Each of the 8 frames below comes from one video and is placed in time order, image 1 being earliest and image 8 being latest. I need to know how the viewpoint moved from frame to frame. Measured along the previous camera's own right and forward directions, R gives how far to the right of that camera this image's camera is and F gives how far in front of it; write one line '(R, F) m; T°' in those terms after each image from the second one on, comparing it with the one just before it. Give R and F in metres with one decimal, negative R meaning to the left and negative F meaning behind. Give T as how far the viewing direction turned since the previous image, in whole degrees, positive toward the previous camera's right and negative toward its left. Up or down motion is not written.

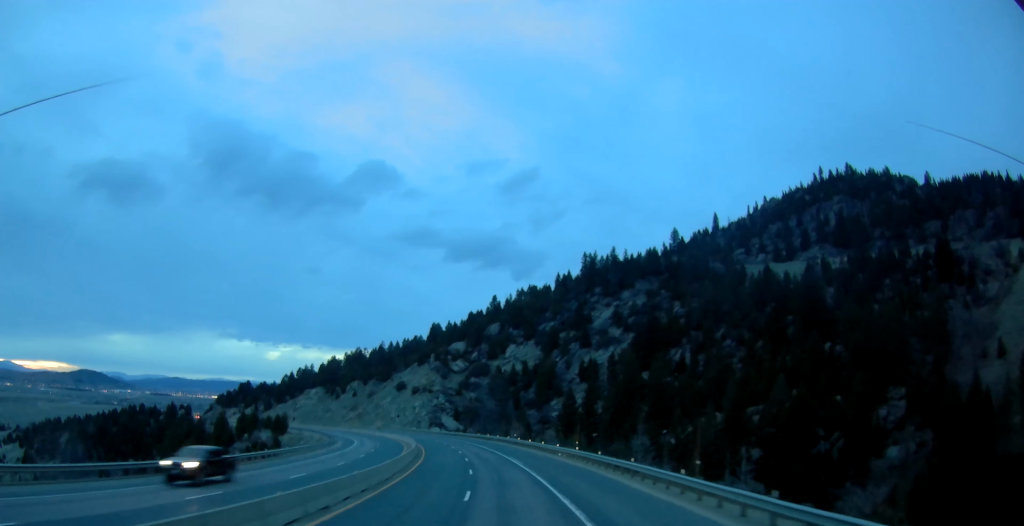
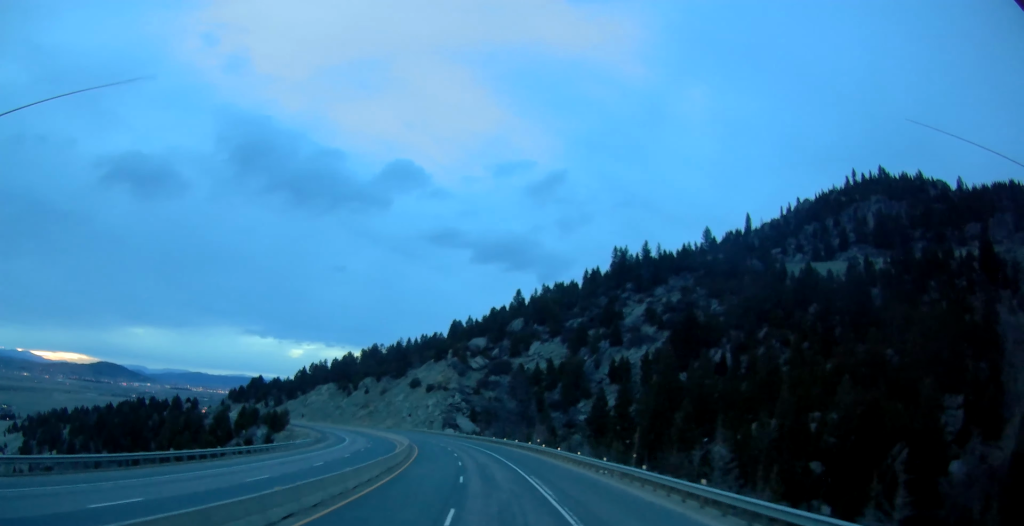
(-0.1, +18.4) m; 0°
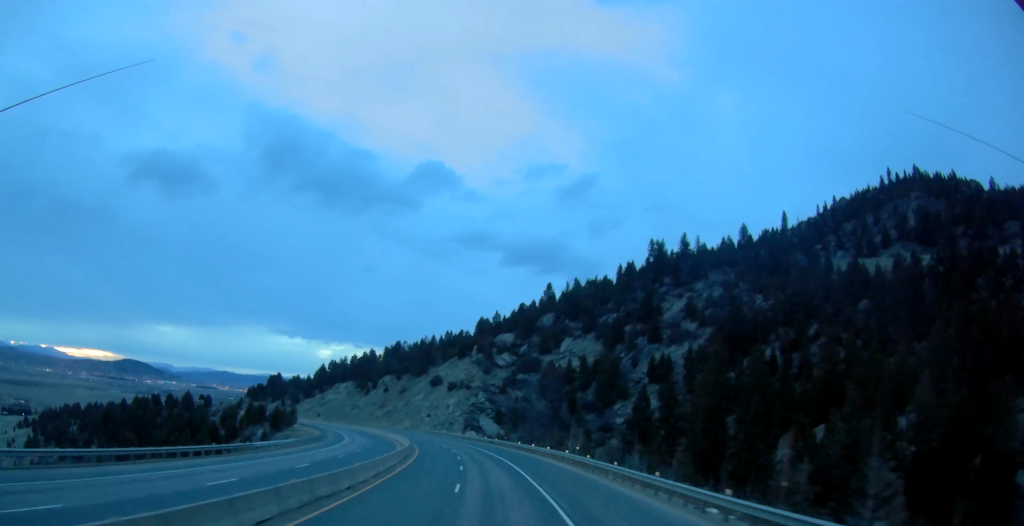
(+0.2, +17.1) m; -2°
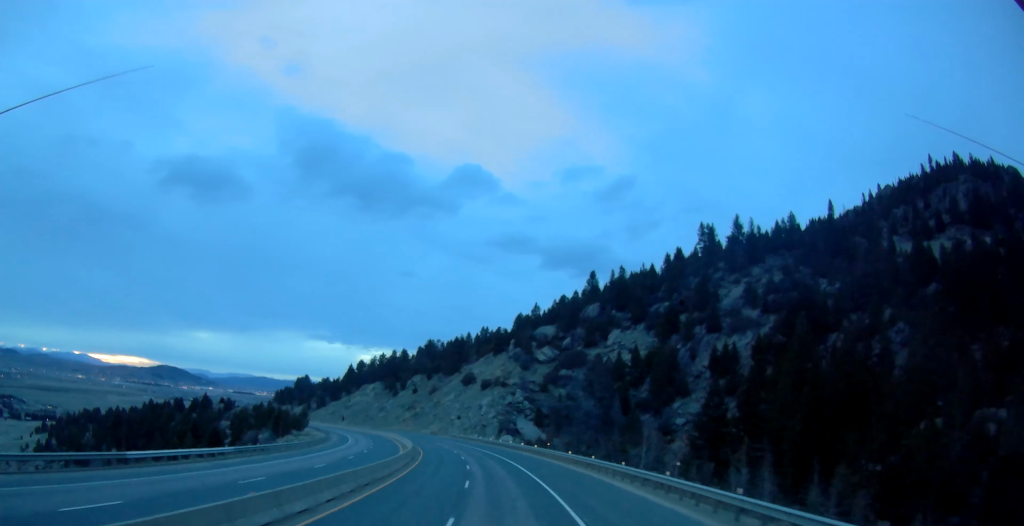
(-0.8, +22.3) m; -4°
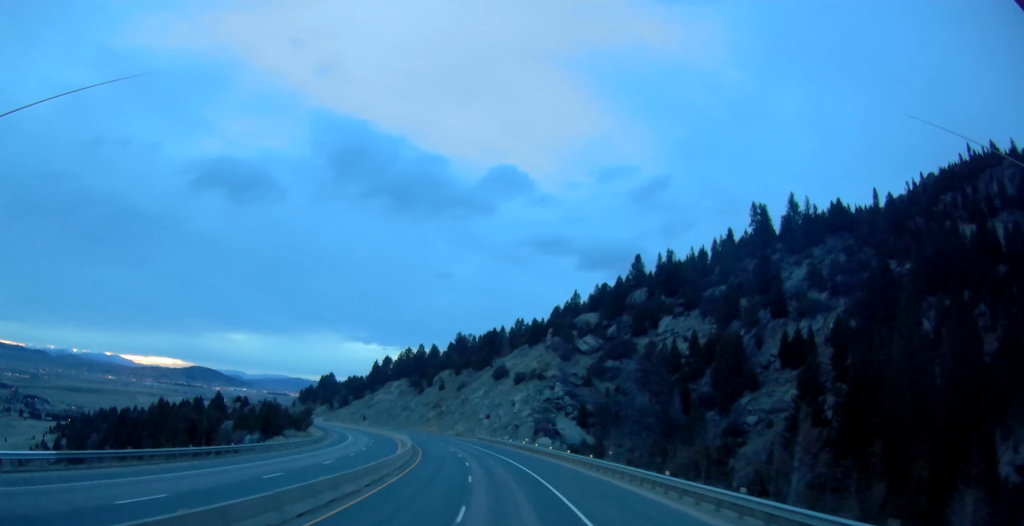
(-0.8, +22.4) m; -4°
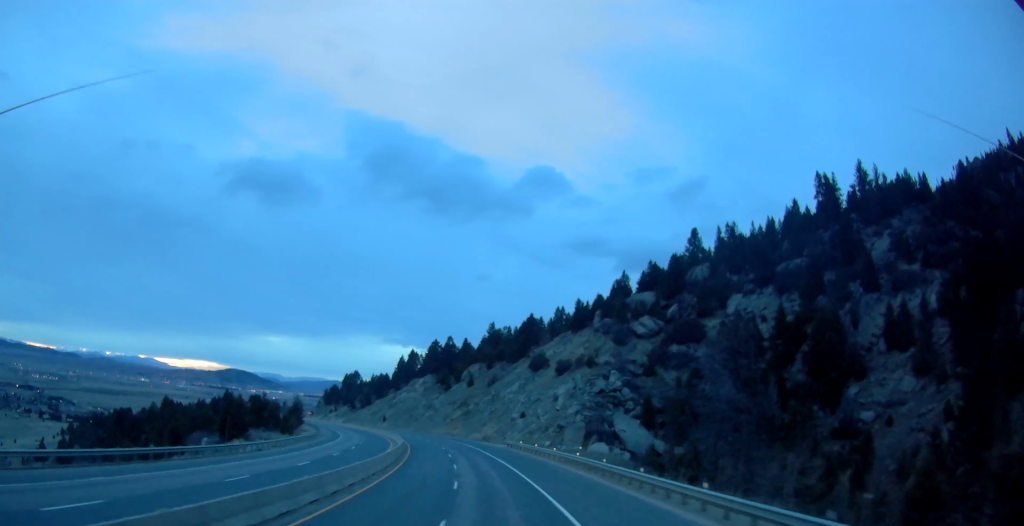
(-1.3, +27.8) m; -5°
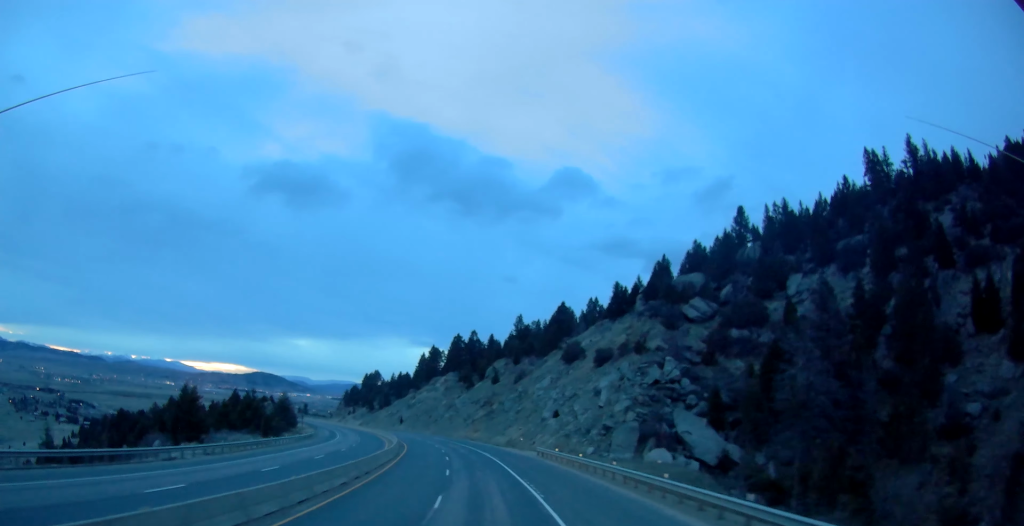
(-0.5, +18.4) m; -2°
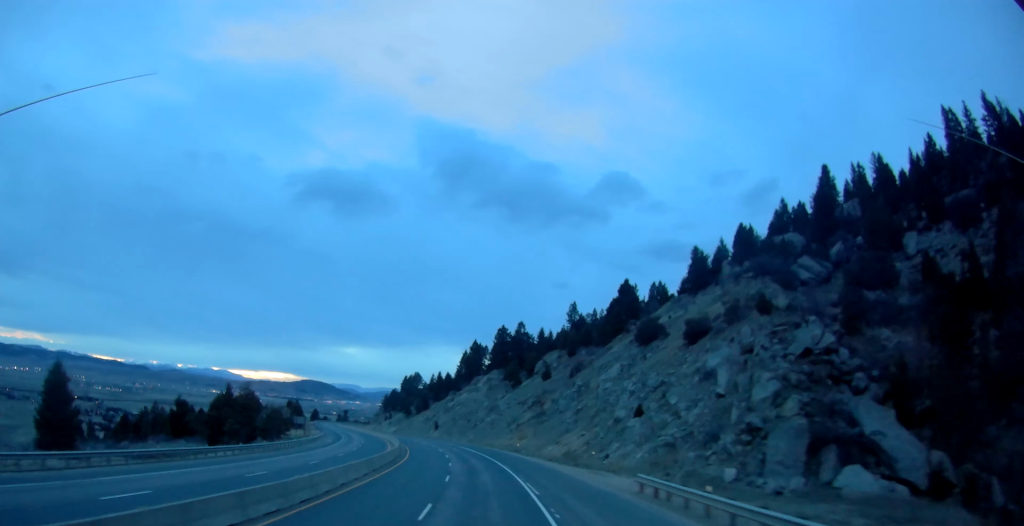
(-0.6, +27.5) m; -3°
